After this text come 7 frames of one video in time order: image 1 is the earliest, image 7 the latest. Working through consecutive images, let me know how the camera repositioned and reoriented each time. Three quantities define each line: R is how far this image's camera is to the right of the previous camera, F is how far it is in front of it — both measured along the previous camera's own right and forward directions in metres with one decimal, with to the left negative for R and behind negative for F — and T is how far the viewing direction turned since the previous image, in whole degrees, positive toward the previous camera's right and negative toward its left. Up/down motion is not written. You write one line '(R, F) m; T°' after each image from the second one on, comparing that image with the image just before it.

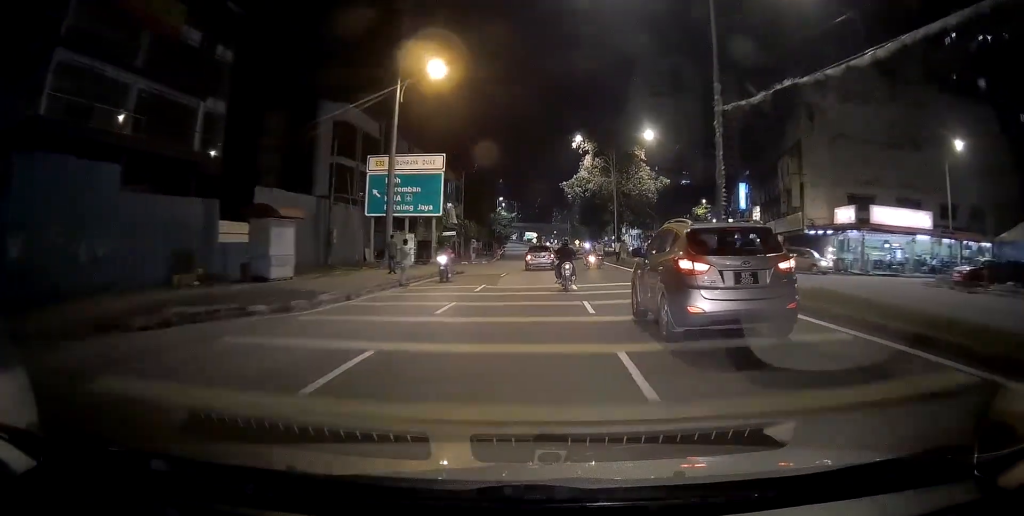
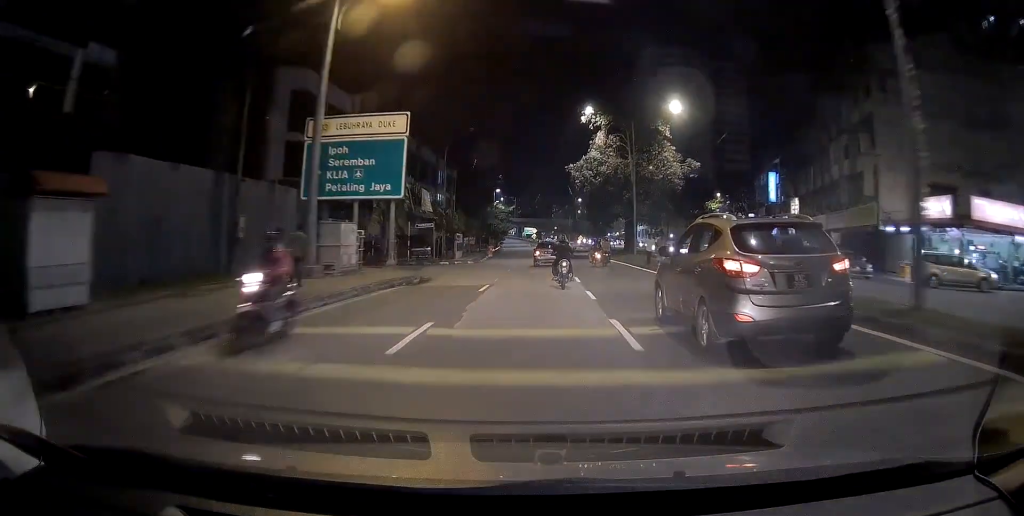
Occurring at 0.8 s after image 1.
(+0.1, +10.9) m; +2°
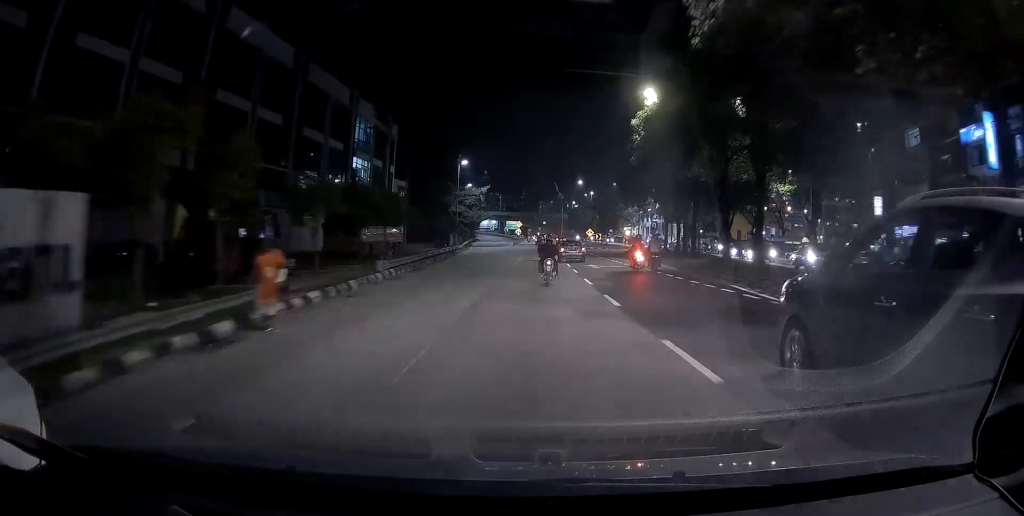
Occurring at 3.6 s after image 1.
(+1.6, +41.7) m; +2°
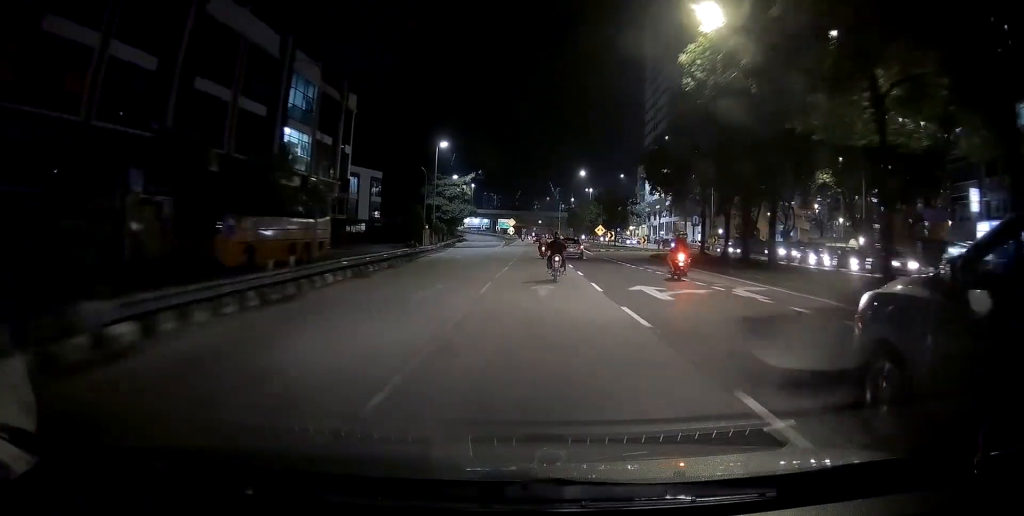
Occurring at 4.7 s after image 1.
(0.0, +15.8) m; 0°
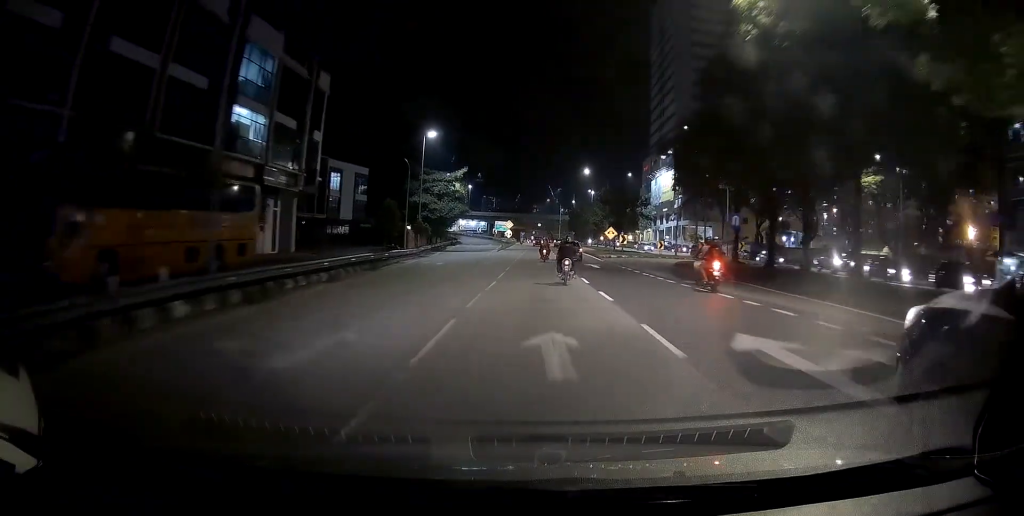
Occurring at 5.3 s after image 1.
(0.0, +8.4) m; 0°
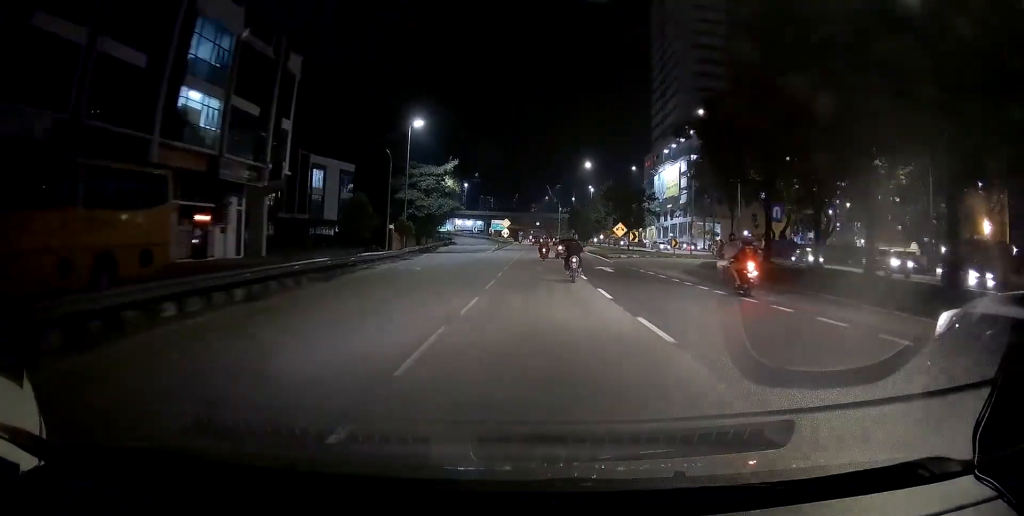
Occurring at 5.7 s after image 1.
(0.0, +6.0) m; 0°
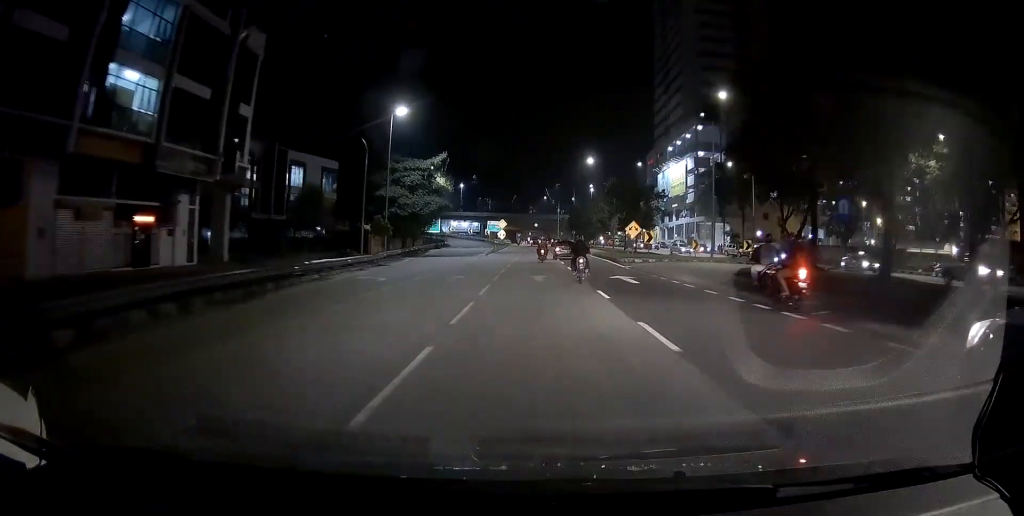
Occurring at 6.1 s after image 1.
(0.0, +6.5) m; 0°
